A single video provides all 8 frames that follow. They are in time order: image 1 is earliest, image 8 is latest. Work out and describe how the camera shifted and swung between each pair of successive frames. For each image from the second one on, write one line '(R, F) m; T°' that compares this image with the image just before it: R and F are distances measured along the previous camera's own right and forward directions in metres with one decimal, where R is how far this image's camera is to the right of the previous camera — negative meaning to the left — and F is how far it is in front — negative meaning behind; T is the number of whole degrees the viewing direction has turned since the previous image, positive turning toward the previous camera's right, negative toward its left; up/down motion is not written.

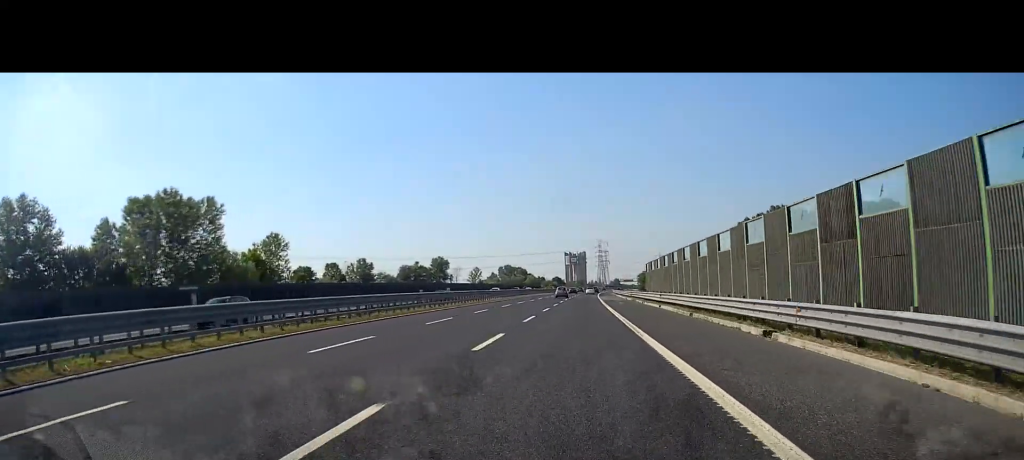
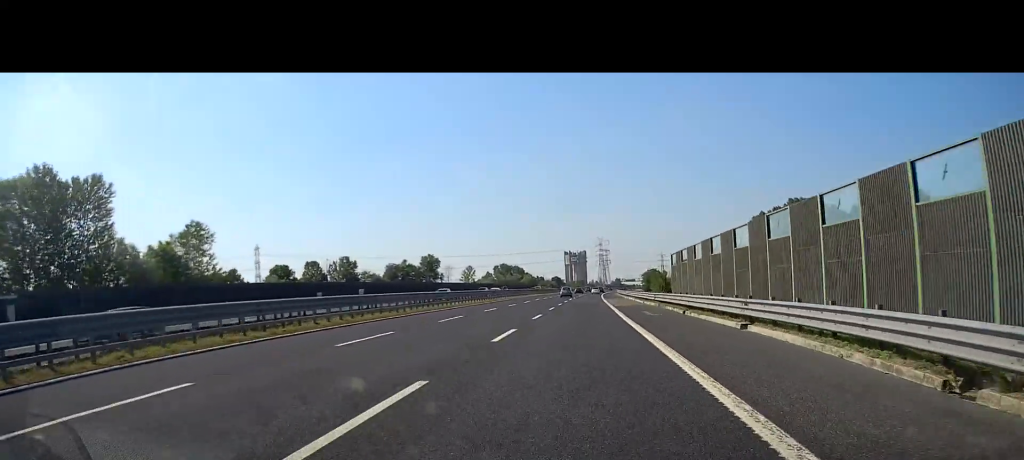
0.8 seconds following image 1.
(0.0, +21.0) m; 0°
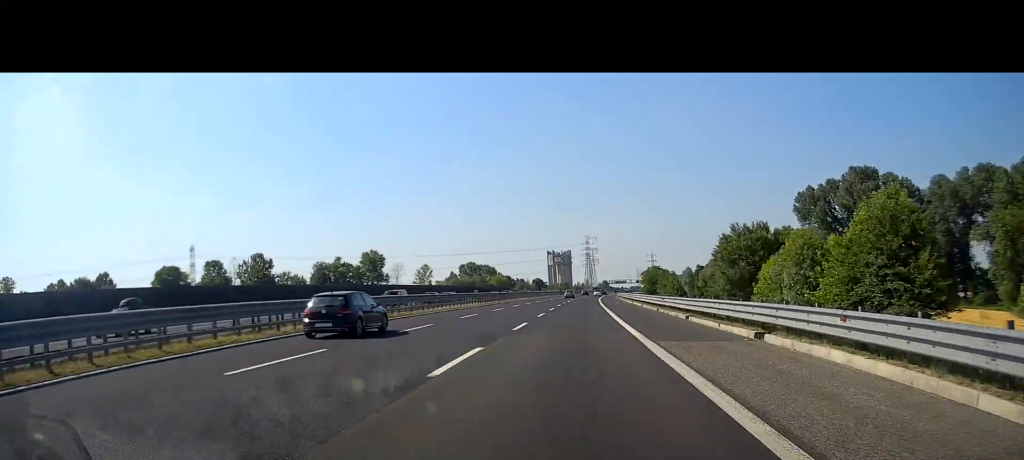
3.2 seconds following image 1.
(-0.1, +62.3) m; +1°
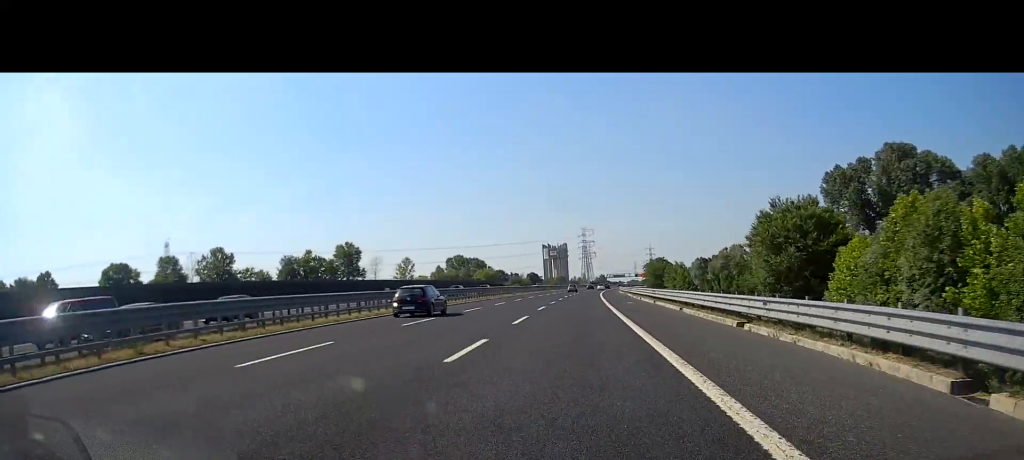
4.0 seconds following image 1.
(+0.1, +22.0) m; +1°
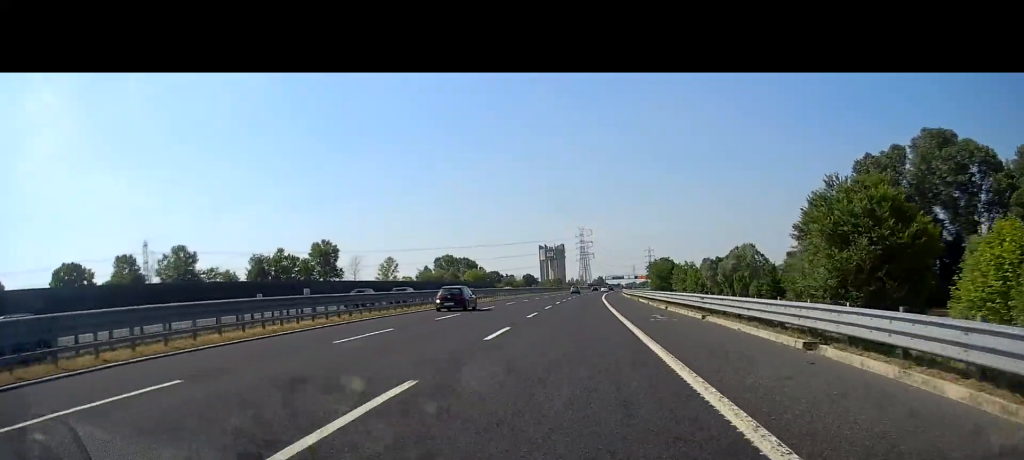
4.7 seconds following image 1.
(+0.1, +18.5) m; +1°
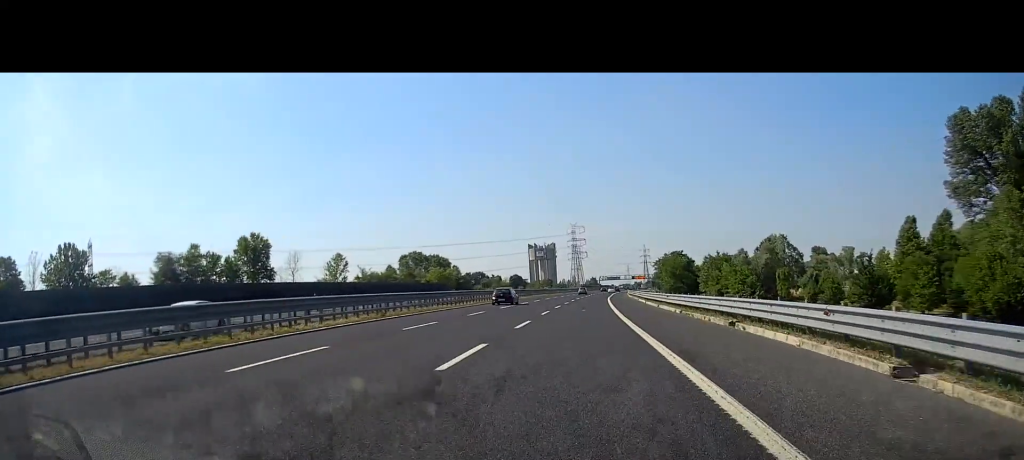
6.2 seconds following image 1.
(+0.6, +39.7) m; +1°
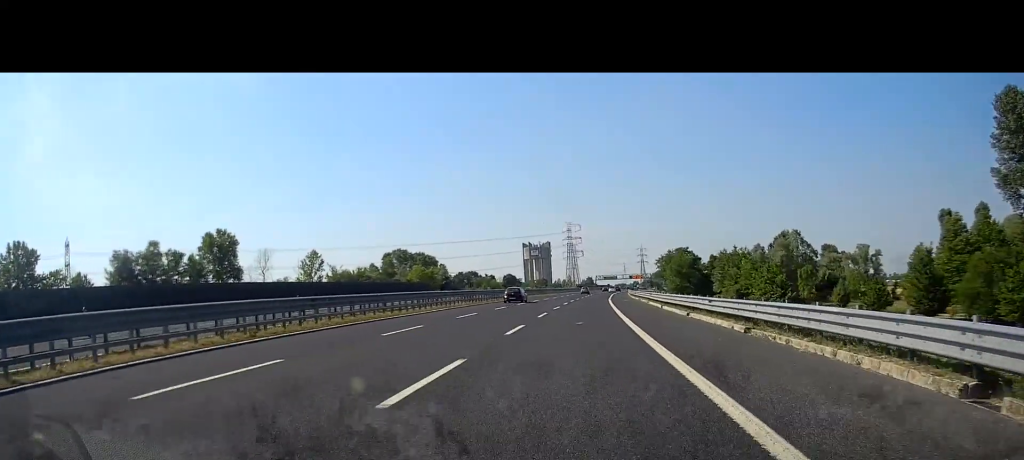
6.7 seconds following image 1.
(0.0, +14.1) m; 0°
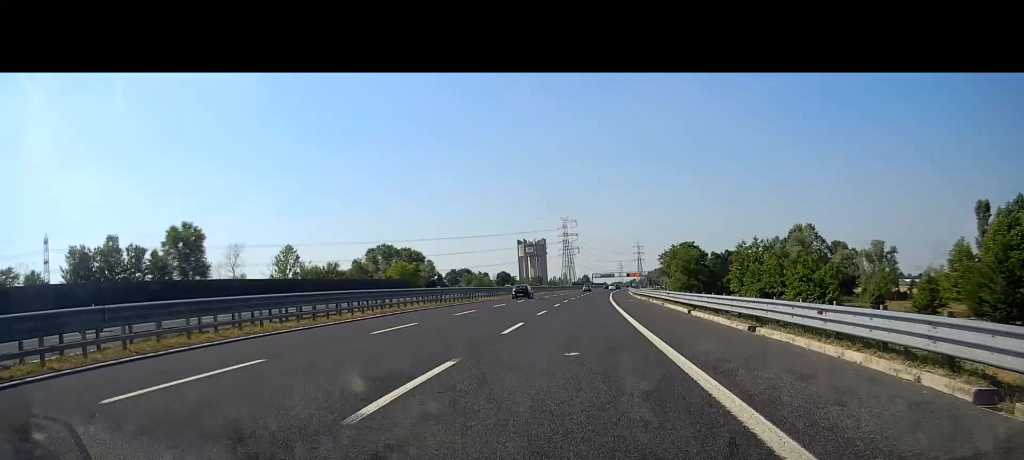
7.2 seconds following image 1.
(0.0, +12.3) m; 0°
